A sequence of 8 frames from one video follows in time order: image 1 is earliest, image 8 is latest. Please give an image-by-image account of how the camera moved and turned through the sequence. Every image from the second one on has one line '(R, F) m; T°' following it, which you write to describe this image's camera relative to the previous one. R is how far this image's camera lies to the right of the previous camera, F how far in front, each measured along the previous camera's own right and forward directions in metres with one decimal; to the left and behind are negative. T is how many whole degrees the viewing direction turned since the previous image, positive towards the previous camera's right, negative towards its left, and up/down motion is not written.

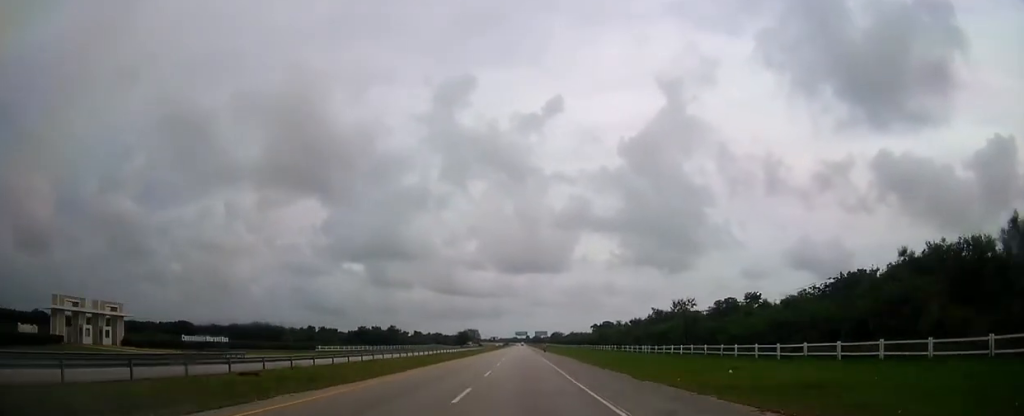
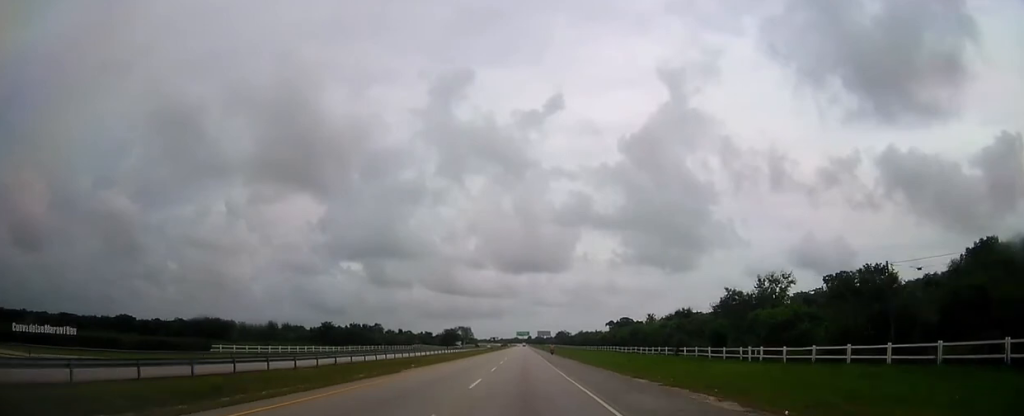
(0.0, +55.3) m; 0°
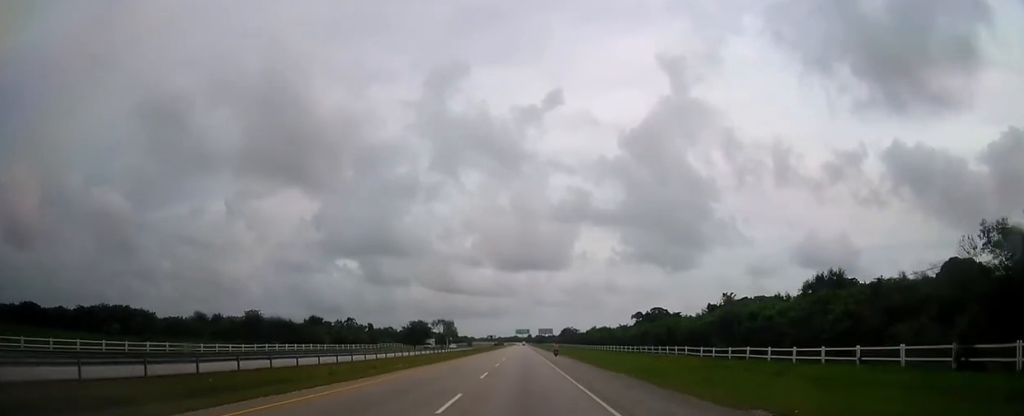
(-0.2, +68.6) m; 0°
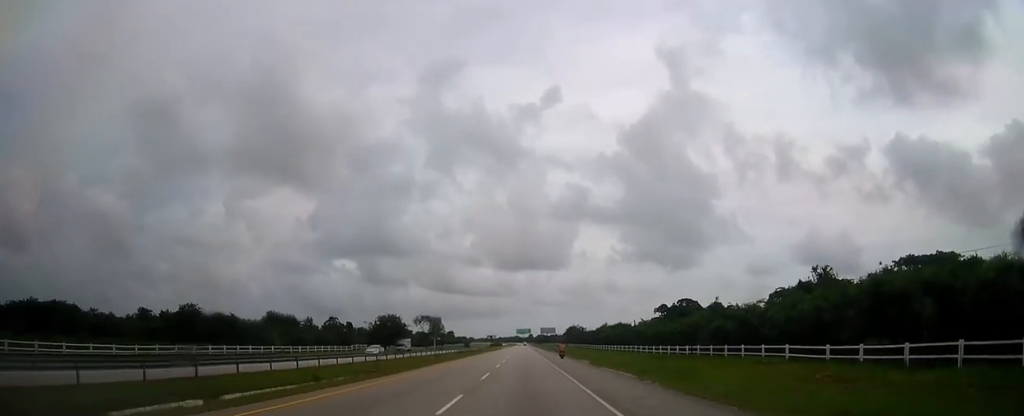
(0.0, +35.3) m; 0°
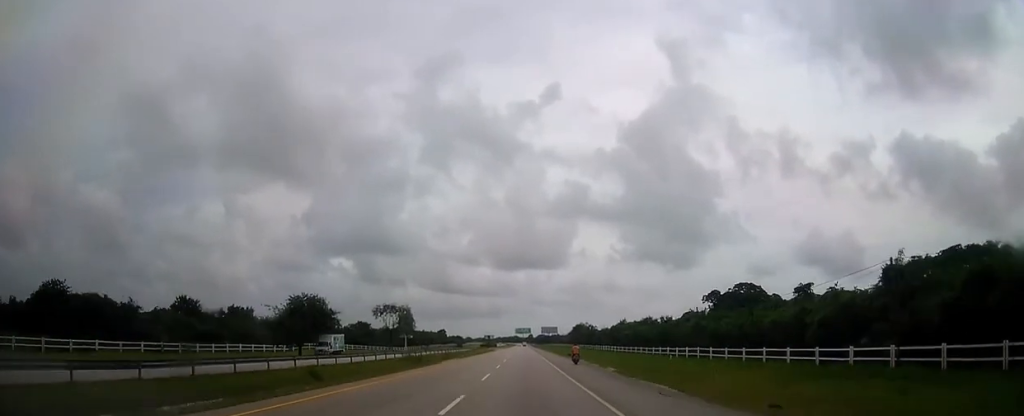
(0.0, +48.1) m; 0°
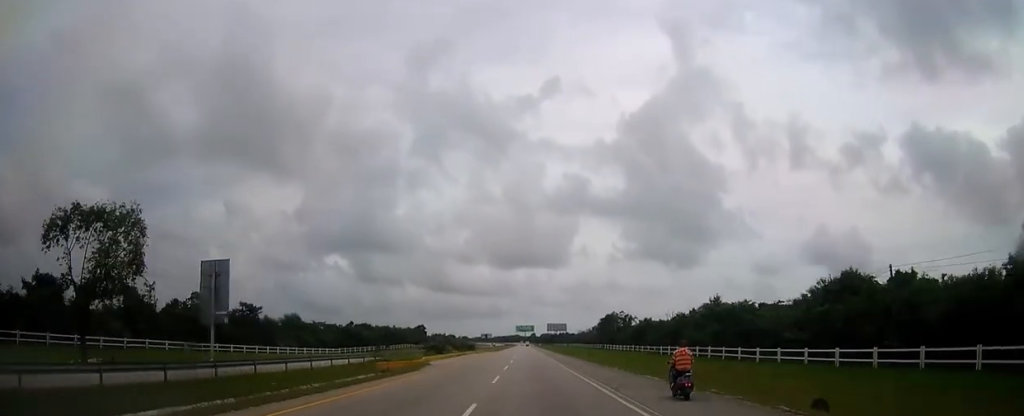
(+0.1, +98.6) m; 0°
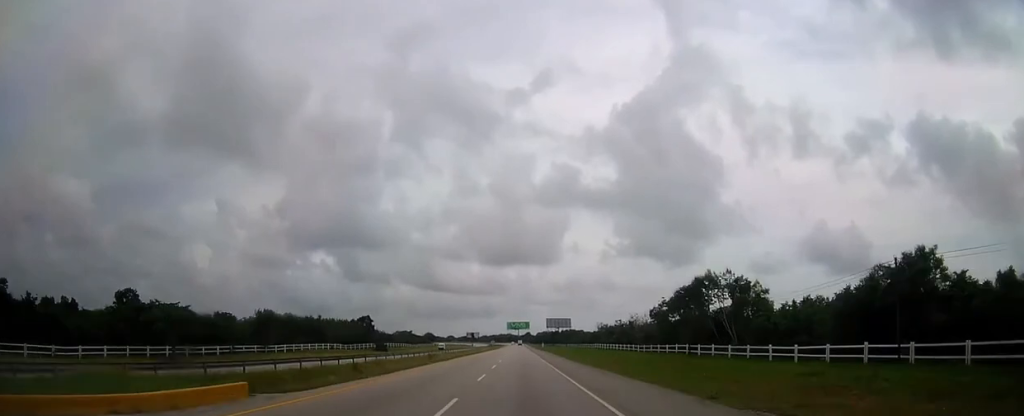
(+0.4, +108.4) m; 0°
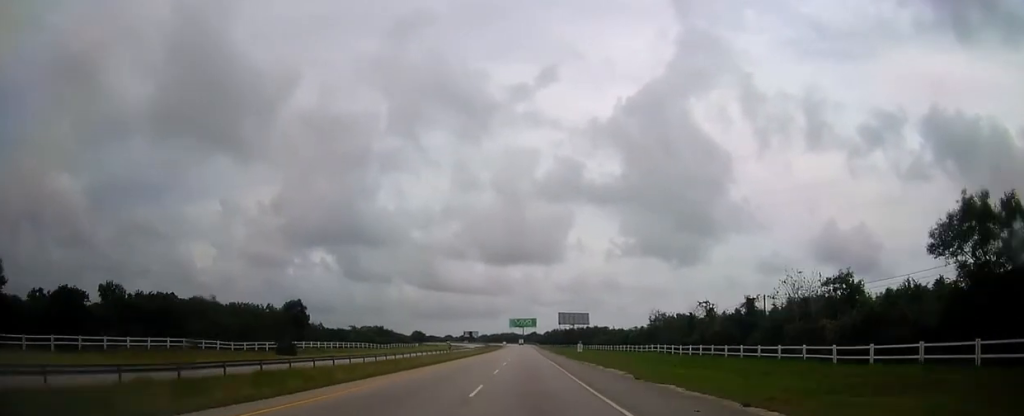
(-0.4, +78.7) m; 0°
